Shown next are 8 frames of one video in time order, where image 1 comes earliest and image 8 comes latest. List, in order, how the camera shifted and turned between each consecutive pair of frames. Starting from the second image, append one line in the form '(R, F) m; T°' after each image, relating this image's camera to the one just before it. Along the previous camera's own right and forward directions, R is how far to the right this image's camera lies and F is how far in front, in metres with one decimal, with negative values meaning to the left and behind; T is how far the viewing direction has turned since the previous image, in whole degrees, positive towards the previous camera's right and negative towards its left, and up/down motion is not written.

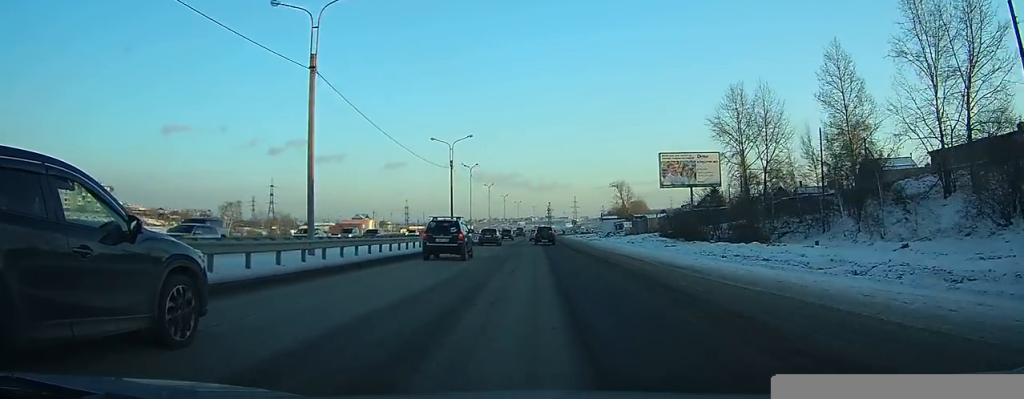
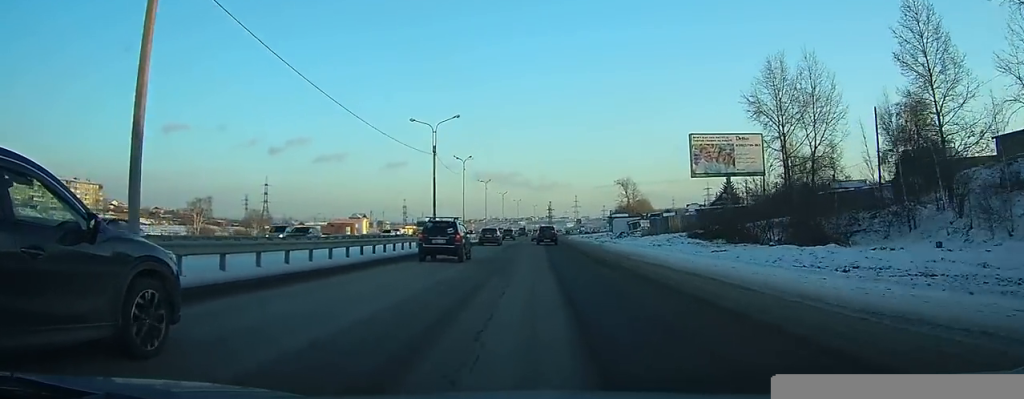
(+0.1, +11.4) m; +1°
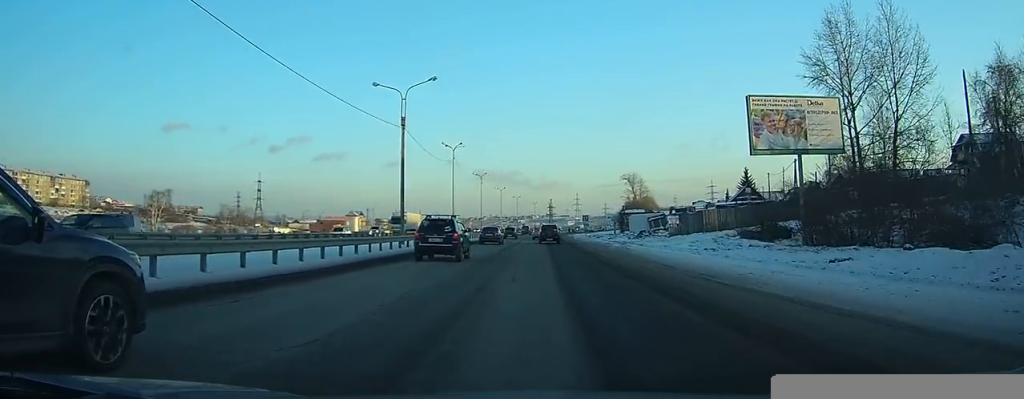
(+0.1, +13.2) m; 0°
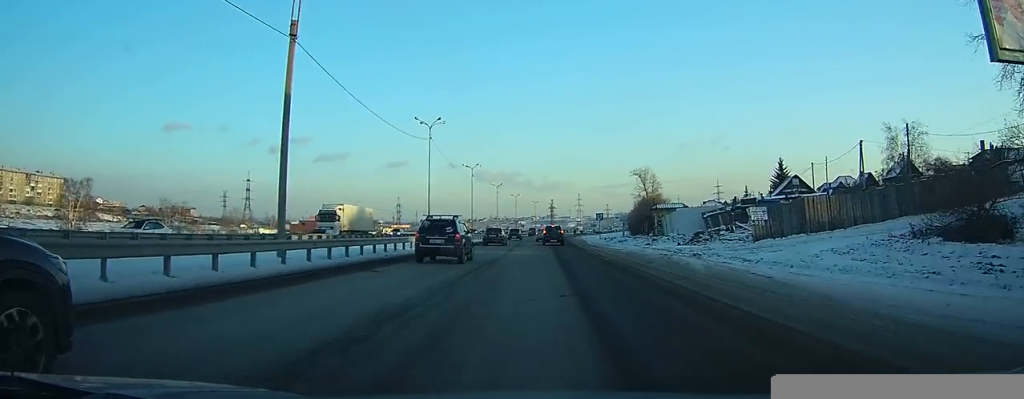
(0.0, +20.1) m; 0°
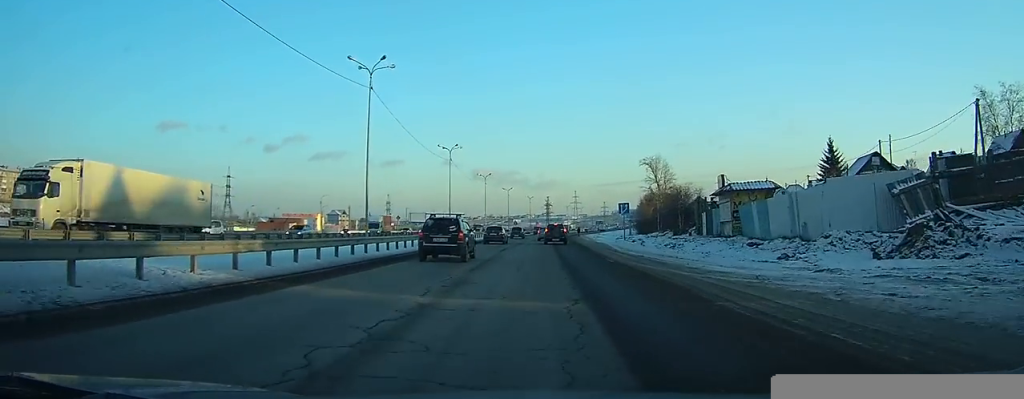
(+0.1, +23.2) m; 0°
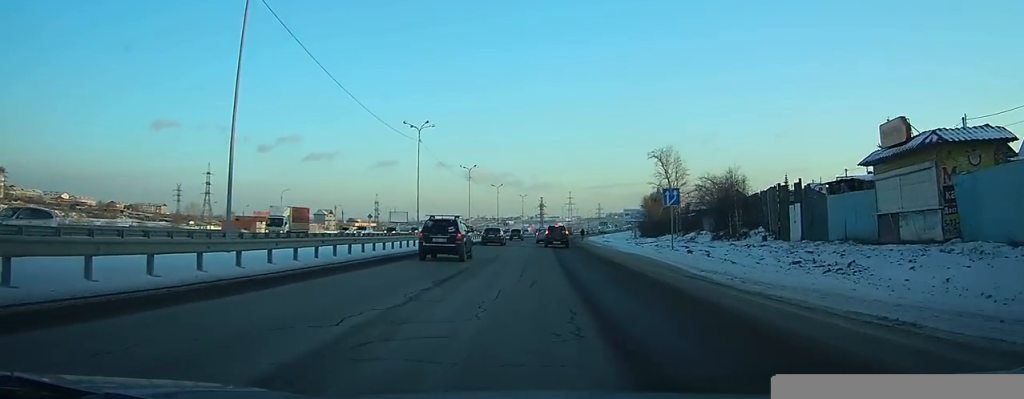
(+0.1, +19.5) m; 0°
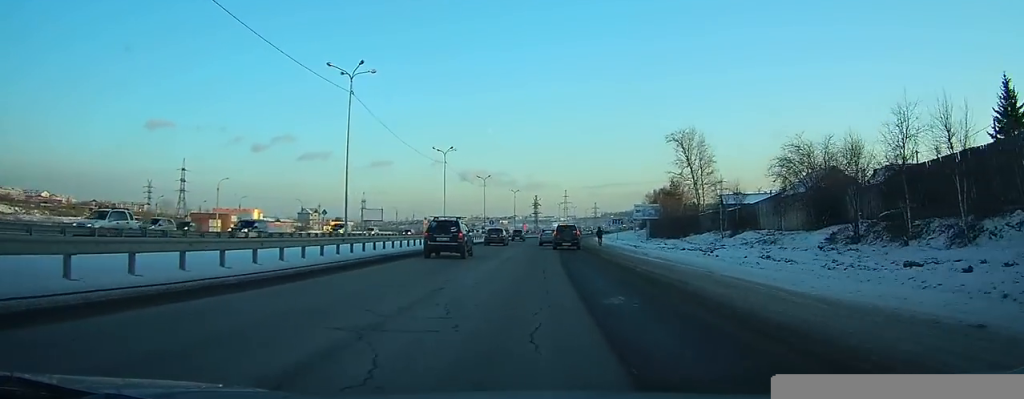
(0.0, +24.6) m; 0°
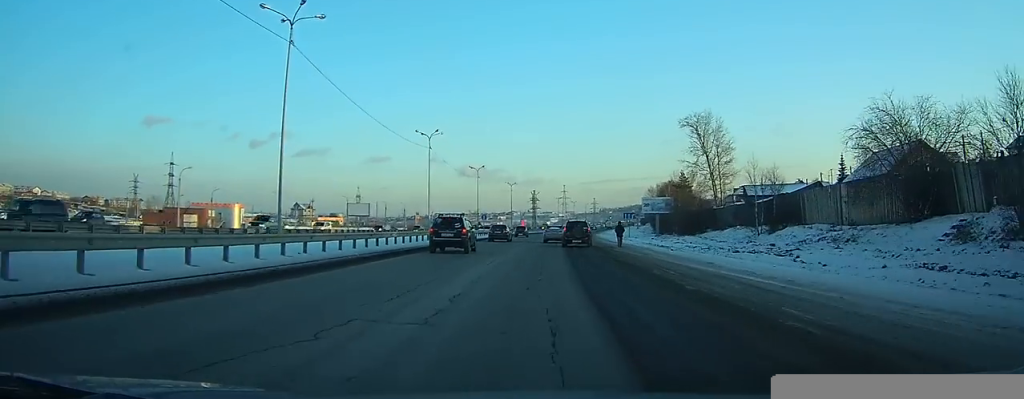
(+0.1, +11.8) m; +1°
